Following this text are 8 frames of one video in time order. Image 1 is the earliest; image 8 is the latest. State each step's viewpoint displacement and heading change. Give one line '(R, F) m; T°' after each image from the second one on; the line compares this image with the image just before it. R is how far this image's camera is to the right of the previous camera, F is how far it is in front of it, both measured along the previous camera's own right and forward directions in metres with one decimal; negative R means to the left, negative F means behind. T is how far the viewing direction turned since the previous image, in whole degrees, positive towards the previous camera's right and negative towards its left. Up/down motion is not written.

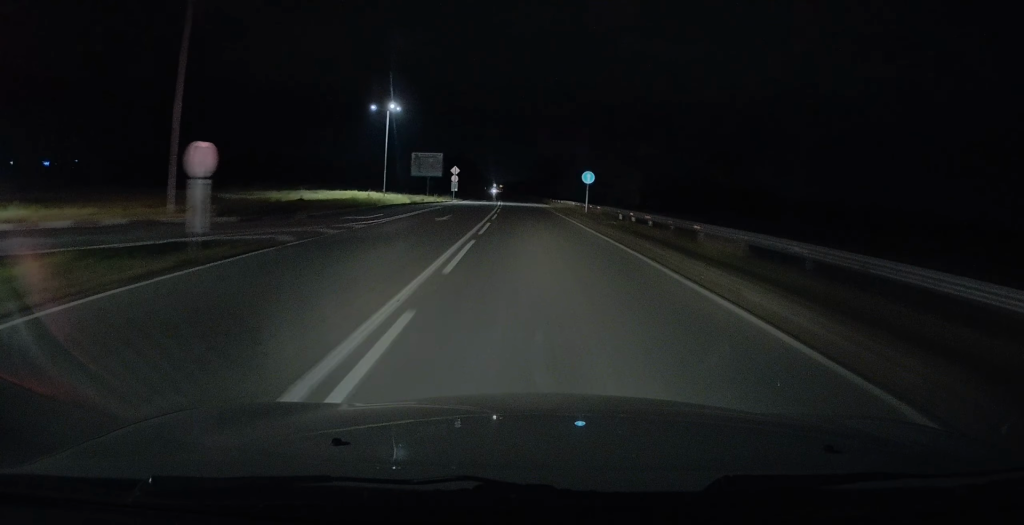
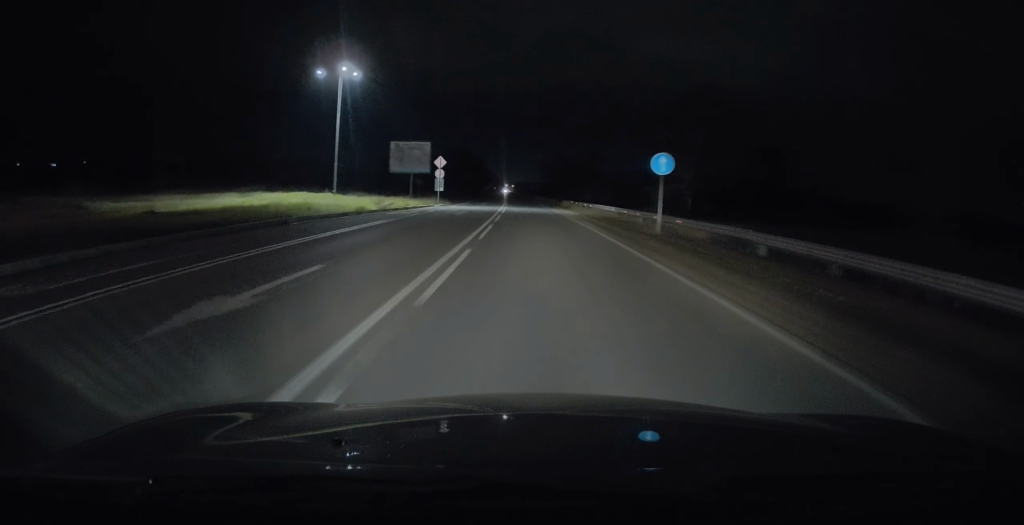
(-0.3, +19.8) m; -1°
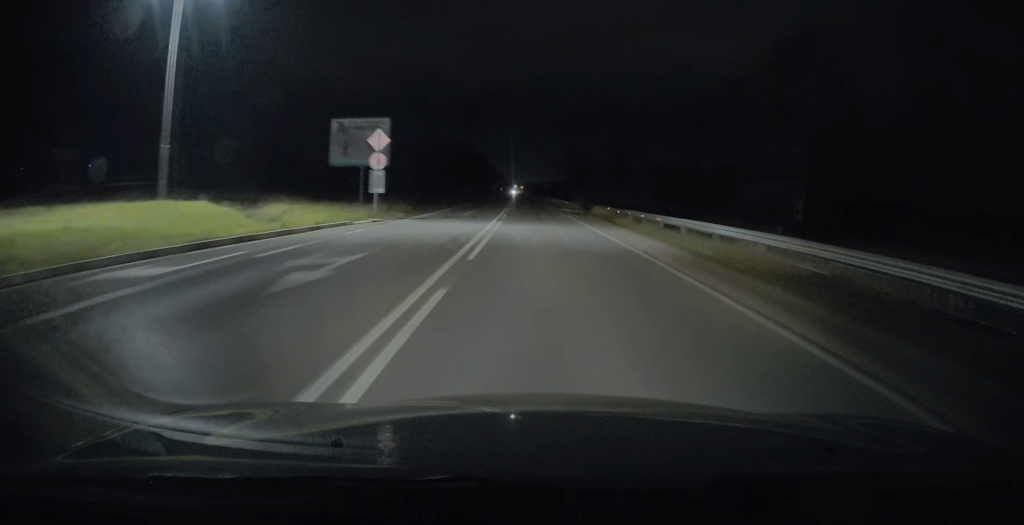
(-0.1, +22.7) m; 0°
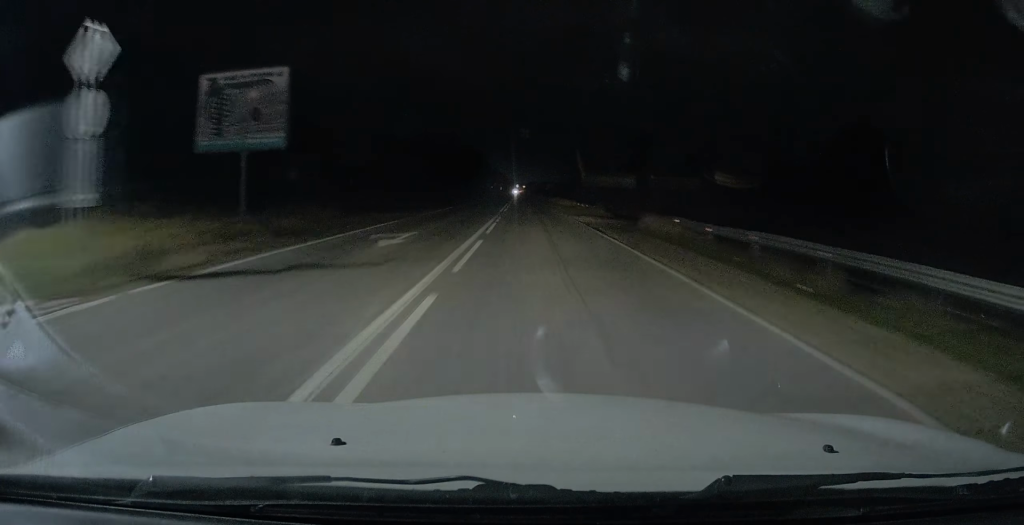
(0.0, +18.6) m; -1°
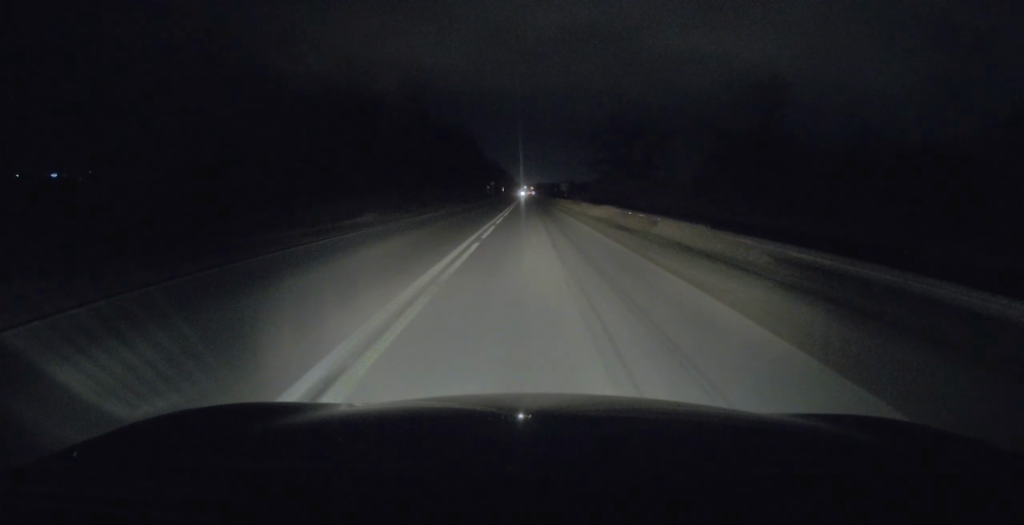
(-0.5, +45.6) m; -1°
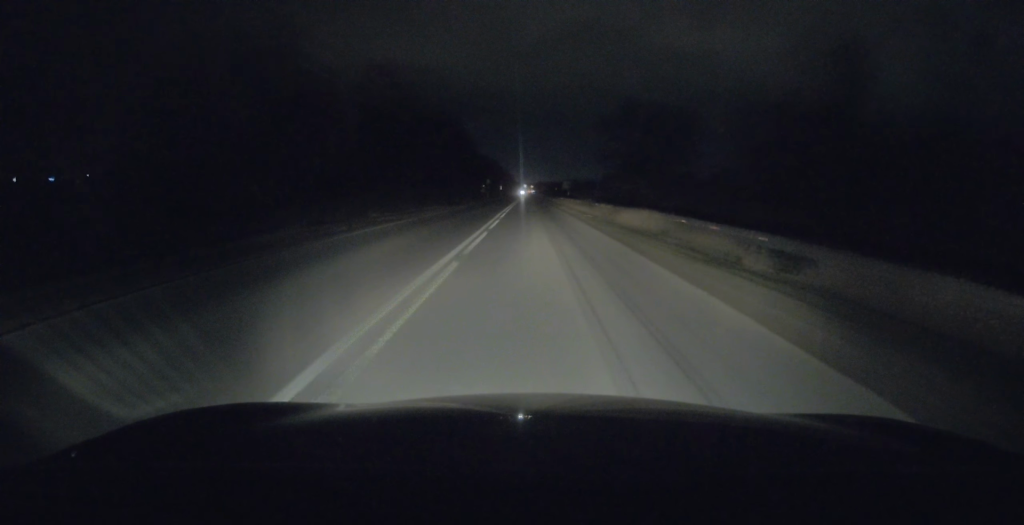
(0.0, +11.8) m; 0°
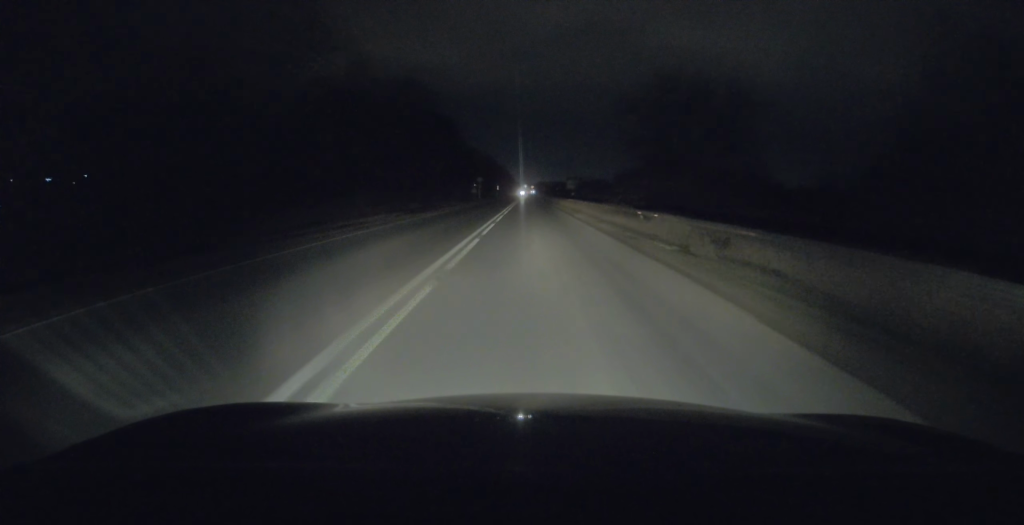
(0.0, +18.1) m; 0°
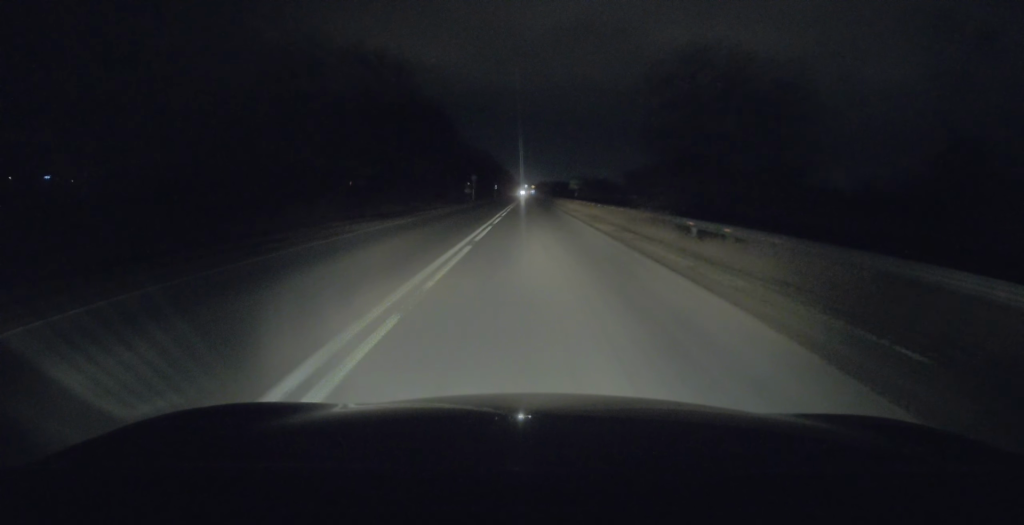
(0.0, +9.7) m; 0°
